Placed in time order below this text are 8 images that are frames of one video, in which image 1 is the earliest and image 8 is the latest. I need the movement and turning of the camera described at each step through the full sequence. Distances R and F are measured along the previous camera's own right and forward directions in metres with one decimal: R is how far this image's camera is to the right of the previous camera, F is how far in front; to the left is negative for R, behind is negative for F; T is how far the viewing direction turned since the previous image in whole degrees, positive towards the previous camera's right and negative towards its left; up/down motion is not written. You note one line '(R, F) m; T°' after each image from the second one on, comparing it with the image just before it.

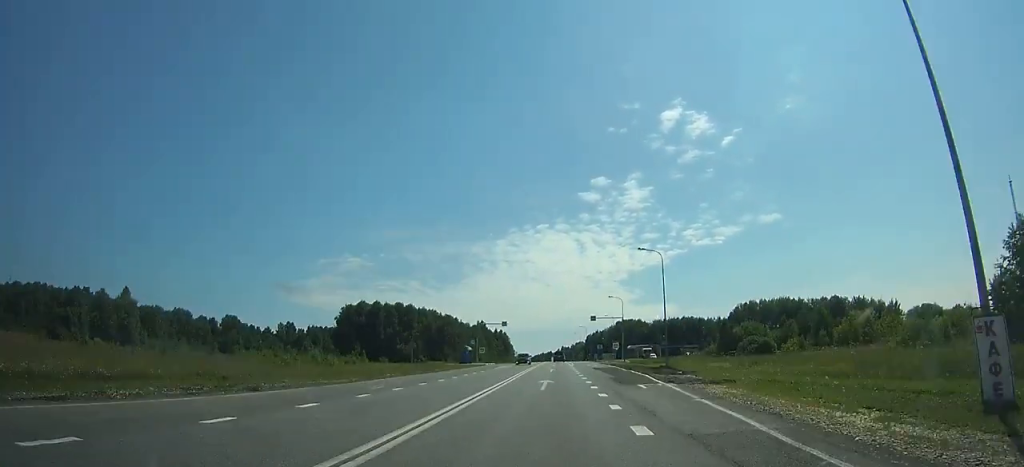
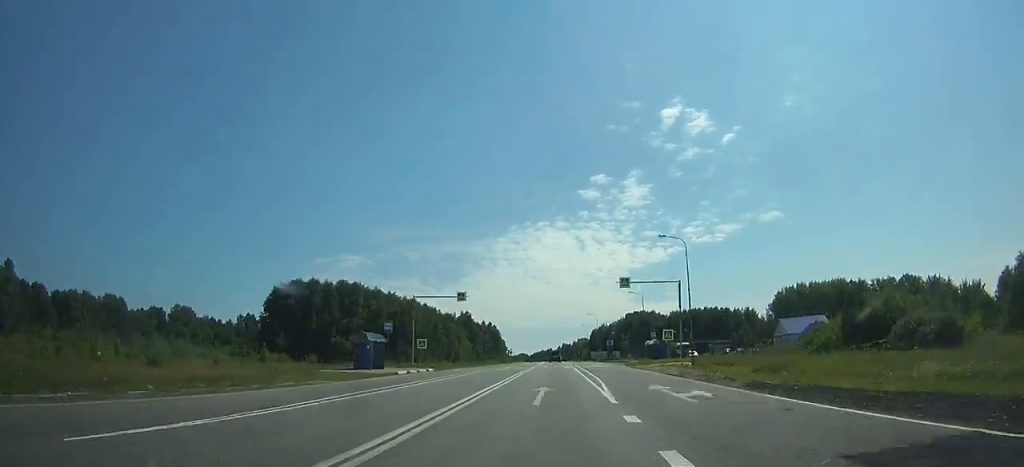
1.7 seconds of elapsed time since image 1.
(0.0, +46.5) m; 0°
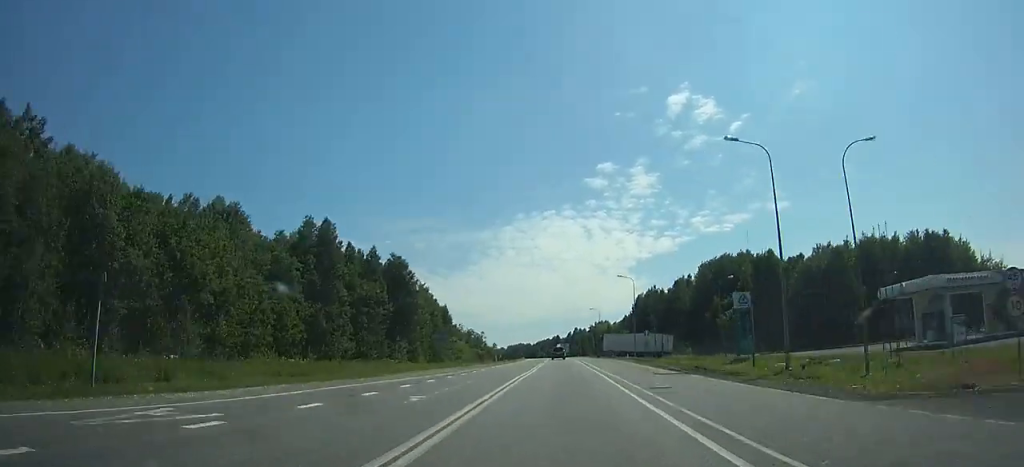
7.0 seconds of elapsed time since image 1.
(-0.7, +142.7) m; -1°
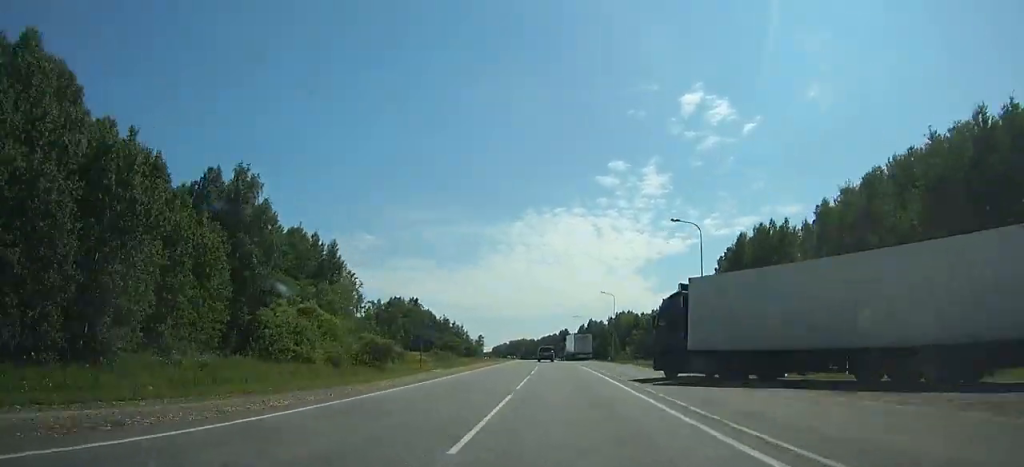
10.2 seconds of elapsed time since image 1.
(-0.6, +84.2) m; -1°
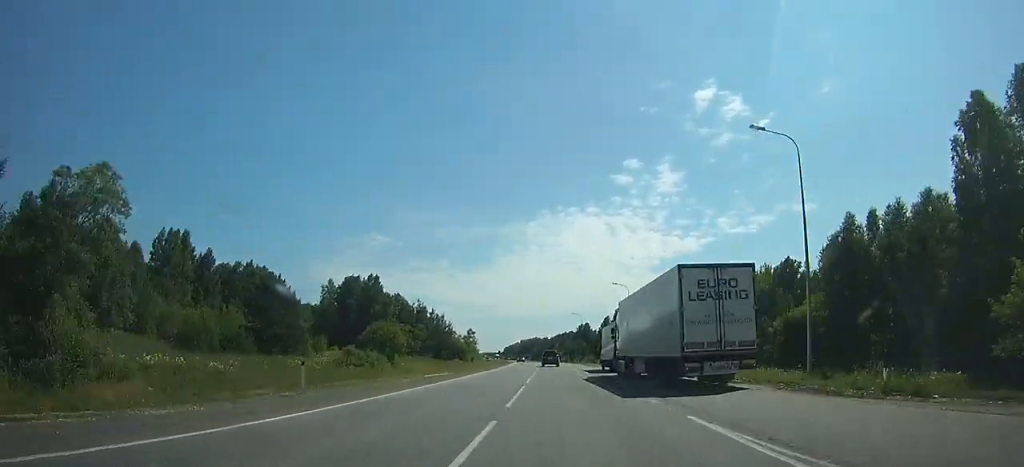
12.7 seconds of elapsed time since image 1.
(-0.7, +65.0) m; -1°
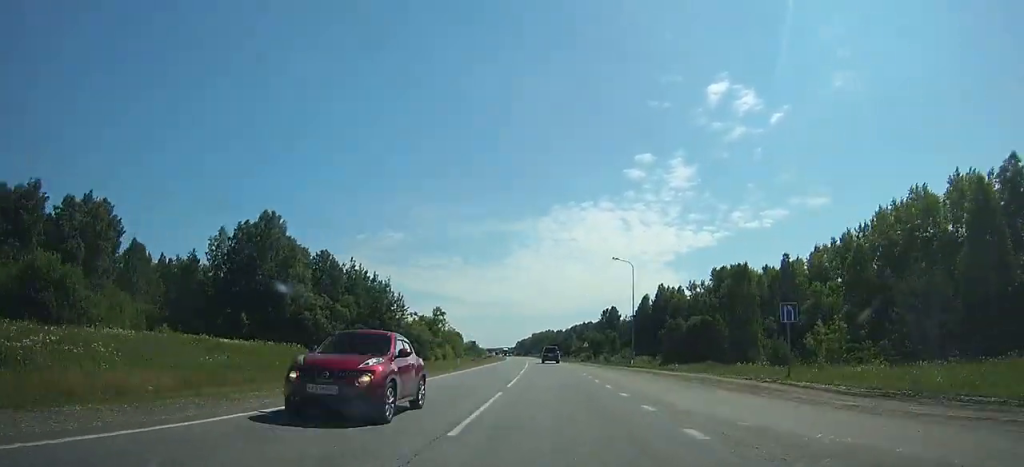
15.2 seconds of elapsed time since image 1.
(-1.0, +64.6) m; -2°
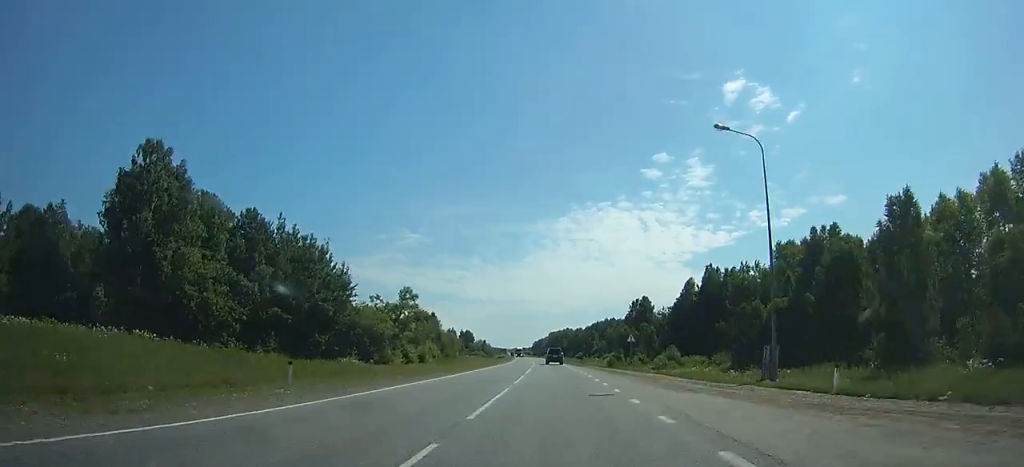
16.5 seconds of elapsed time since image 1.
(-0.2, +33.4) m; -1°
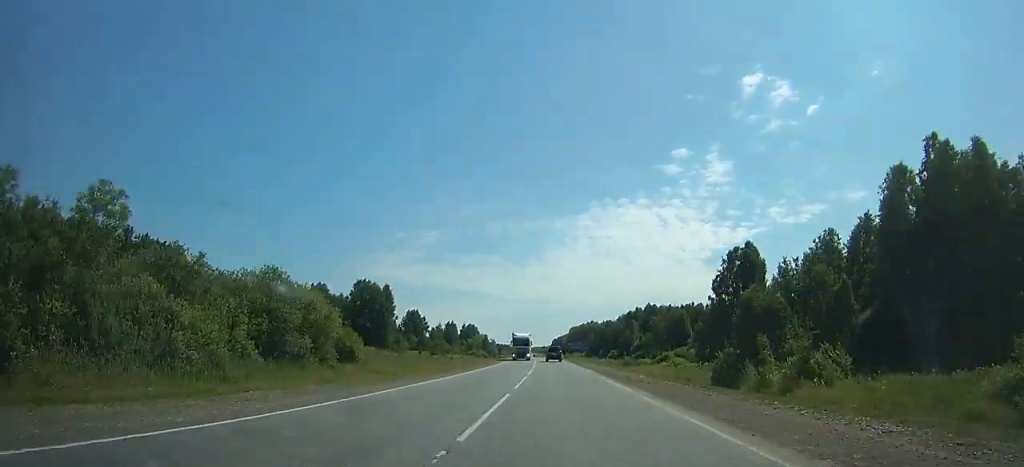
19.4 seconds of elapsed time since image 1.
(-1.8, +74.4) m; -2°
